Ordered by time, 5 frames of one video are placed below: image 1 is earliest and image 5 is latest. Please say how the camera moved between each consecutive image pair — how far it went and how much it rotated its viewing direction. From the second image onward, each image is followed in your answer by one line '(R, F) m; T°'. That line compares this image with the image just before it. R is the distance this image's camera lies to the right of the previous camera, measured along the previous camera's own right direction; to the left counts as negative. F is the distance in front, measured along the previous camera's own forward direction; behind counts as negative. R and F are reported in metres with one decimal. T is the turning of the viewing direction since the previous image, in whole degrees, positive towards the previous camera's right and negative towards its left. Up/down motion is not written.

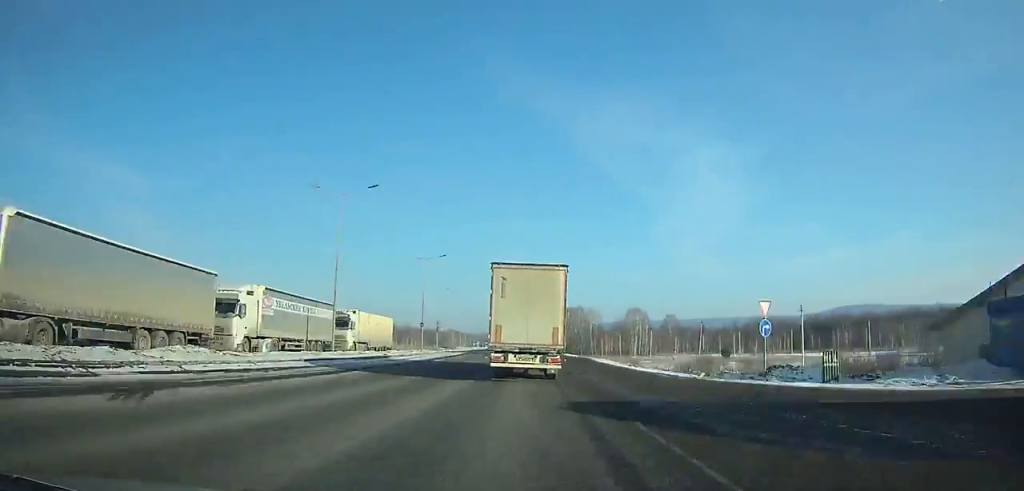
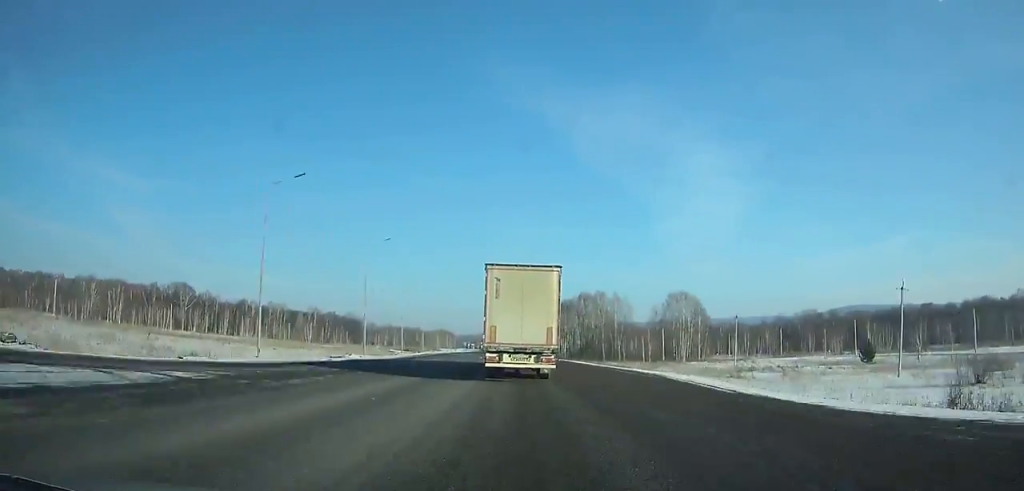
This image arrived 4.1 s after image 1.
(-0.2, +73.6) m; -1°
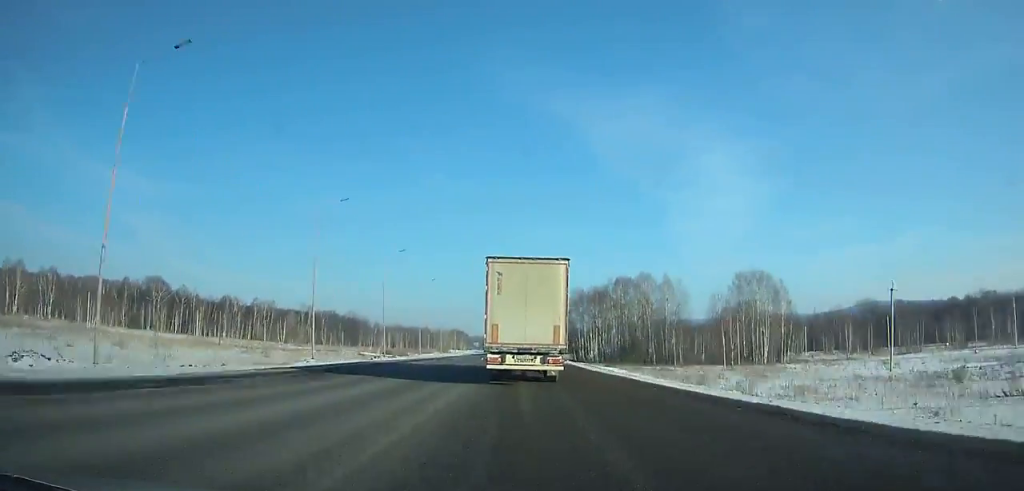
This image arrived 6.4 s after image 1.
(-0.2, +41.3) m; -1°
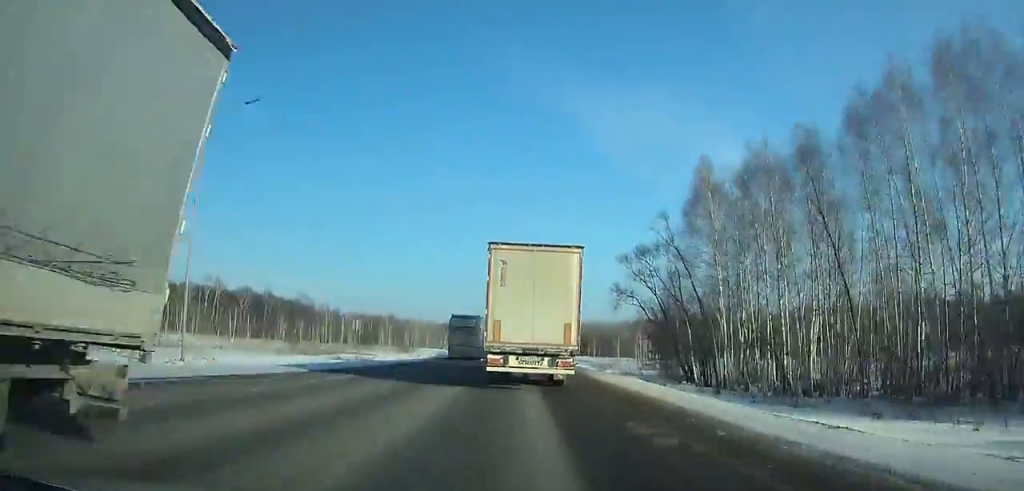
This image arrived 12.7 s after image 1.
(-1.1, +114.0) m; -1°
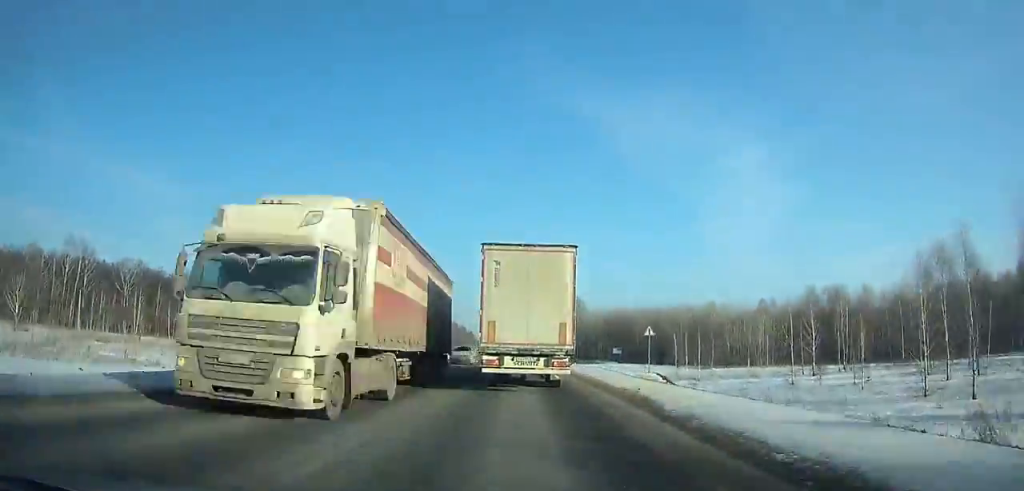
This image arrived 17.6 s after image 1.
(-1.3, +90.0) m; -2°
